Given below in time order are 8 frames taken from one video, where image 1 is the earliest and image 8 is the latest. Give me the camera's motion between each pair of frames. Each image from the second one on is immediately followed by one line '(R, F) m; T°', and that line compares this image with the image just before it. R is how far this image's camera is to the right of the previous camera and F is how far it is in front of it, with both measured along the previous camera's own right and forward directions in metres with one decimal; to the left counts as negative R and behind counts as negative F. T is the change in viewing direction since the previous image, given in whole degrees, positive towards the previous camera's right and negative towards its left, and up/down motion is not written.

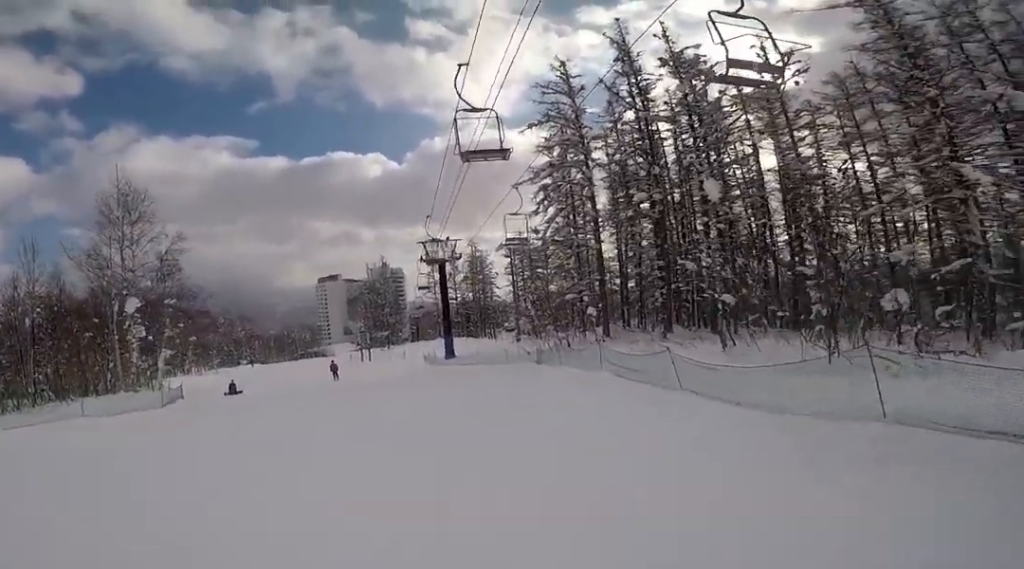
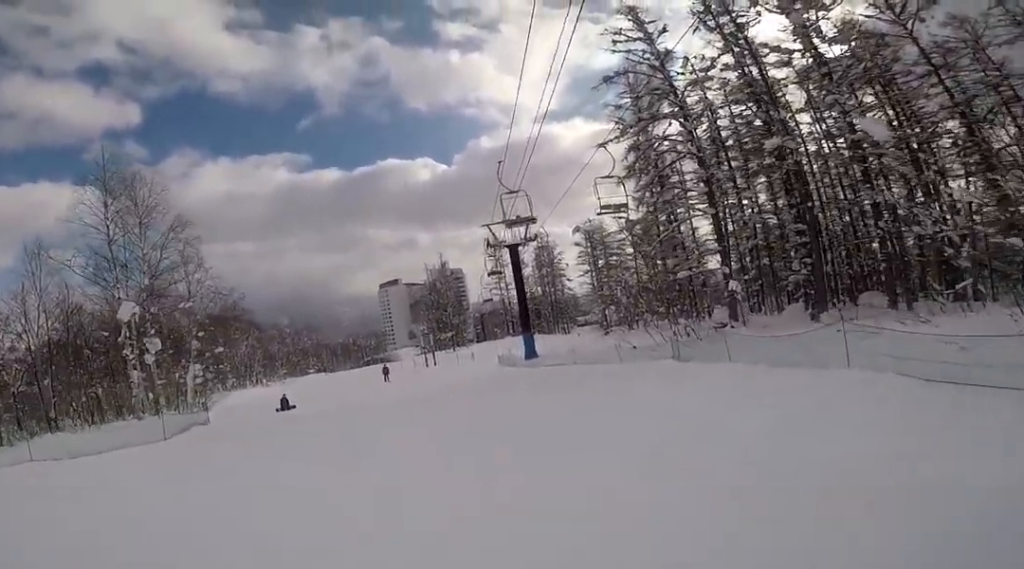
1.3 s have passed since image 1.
(-0.7, +5.2) m; -2°
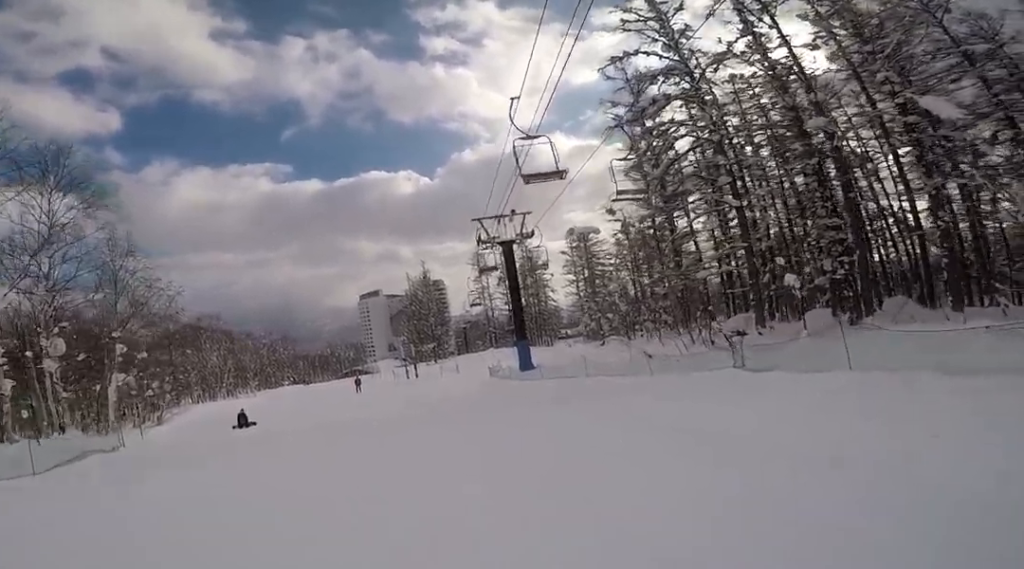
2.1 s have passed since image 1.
(+0.6, +4.1) m; +7°
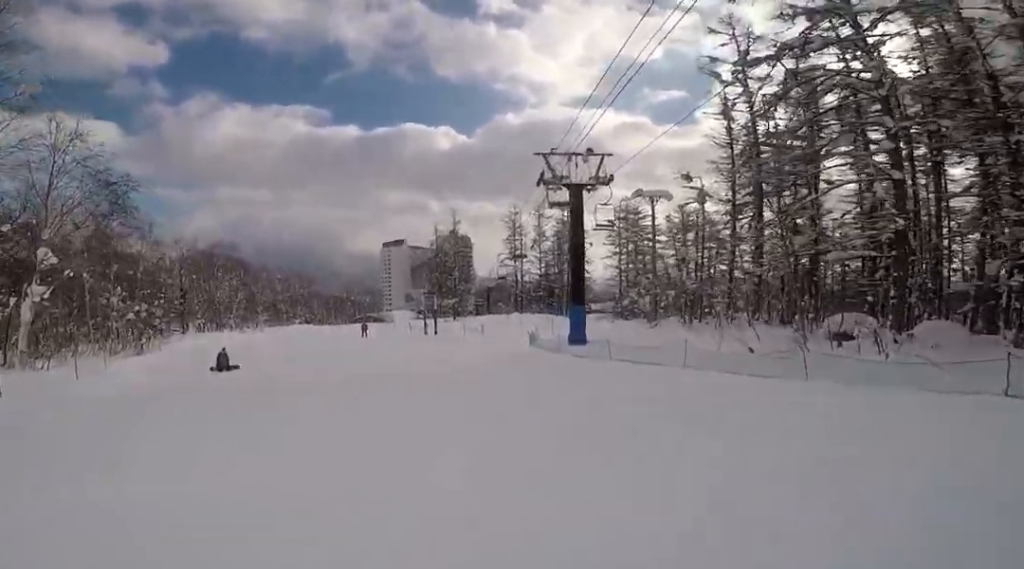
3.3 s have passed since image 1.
(-0.1, +5.6) m; -8°
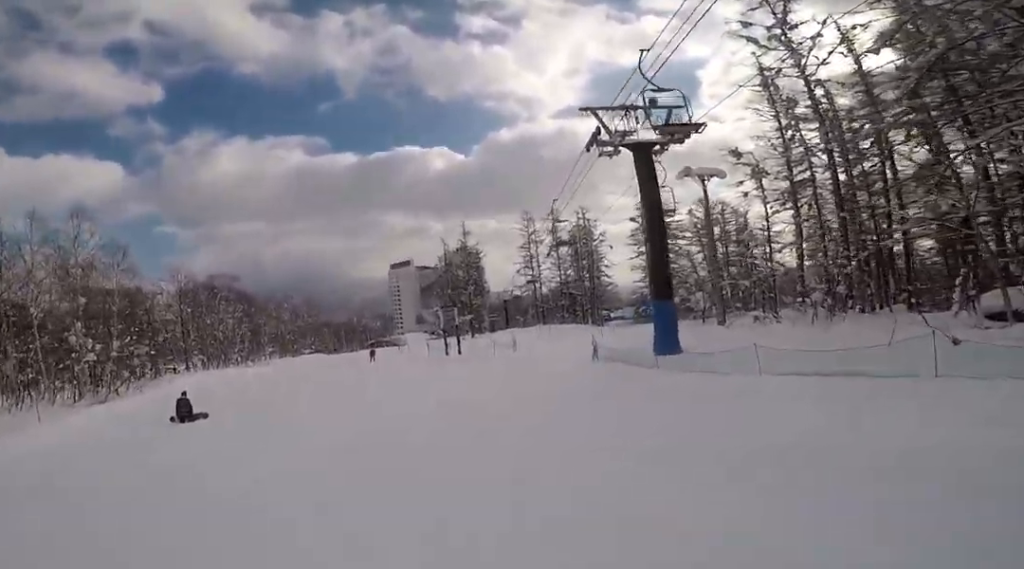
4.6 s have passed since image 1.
(-0.7, +6.5) m; -3°
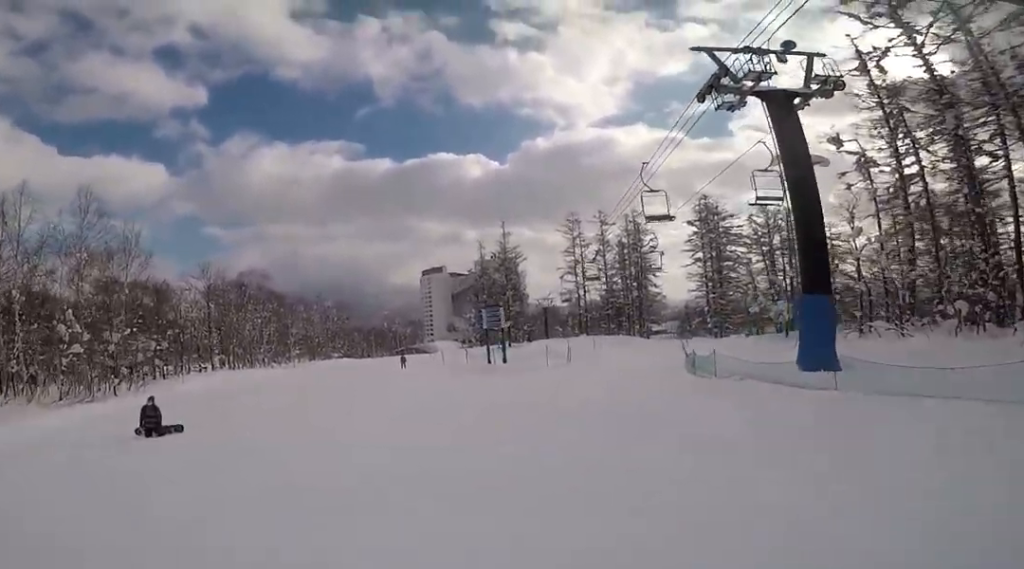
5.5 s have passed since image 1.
(+0.2, +4.7) m; +2°
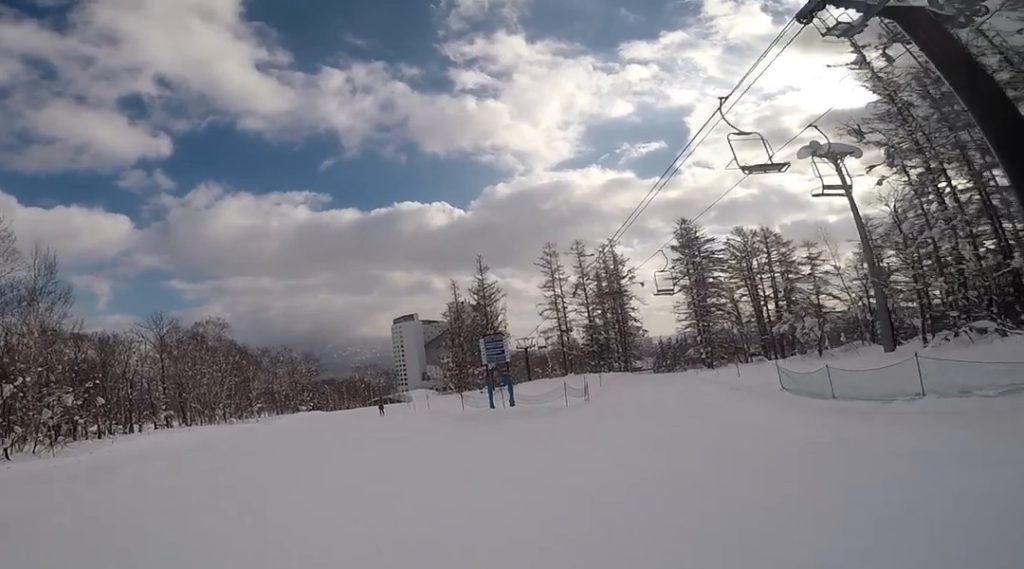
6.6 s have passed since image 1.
(-0.3, +5.9) m; -7°
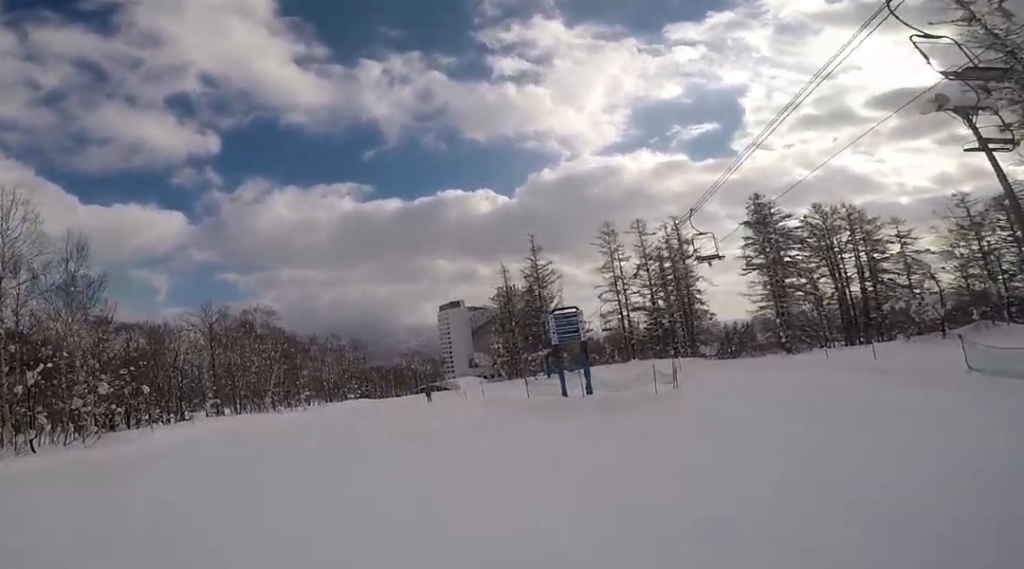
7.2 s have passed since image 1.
(-0.6, +2.9) m; -2°
